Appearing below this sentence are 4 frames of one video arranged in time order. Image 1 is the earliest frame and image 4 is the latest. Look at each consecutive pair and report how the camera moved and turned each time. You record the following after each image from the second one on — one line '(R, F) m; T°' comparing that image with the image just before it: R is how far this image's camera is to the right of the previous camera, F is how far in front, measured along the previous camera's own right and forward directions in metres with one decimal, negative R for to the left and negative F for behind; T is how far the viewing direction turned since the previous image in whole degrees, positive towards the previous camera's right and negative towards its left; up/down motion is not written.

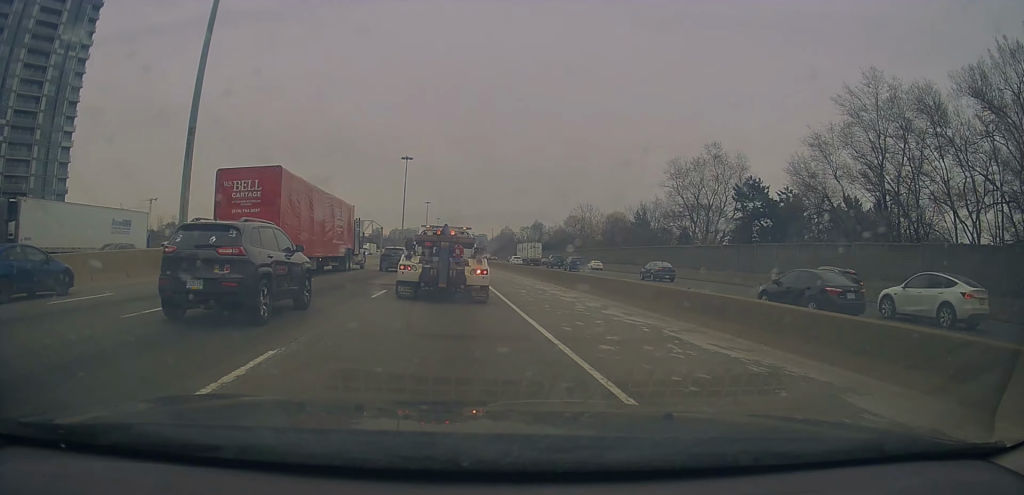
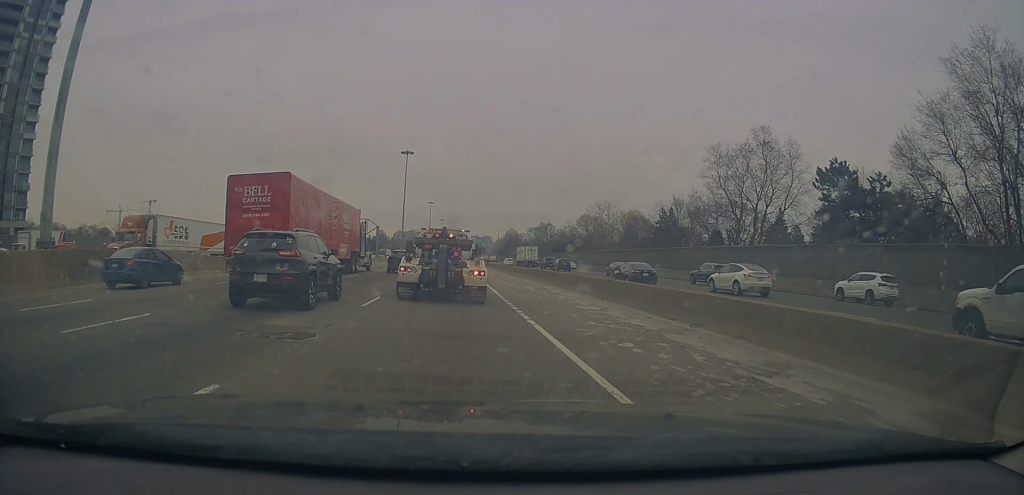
(-0.1, +13.0) m; +1°
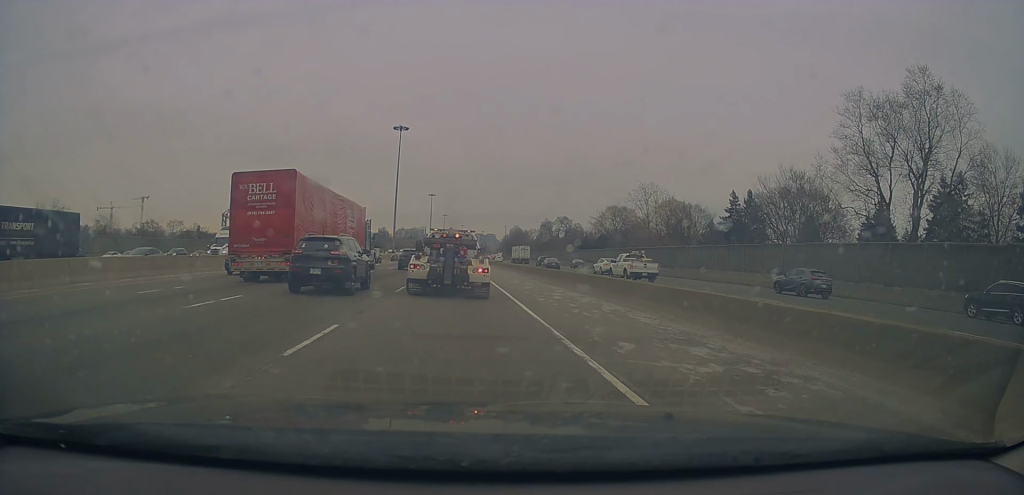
(+1.3, +25.0) m; +1°
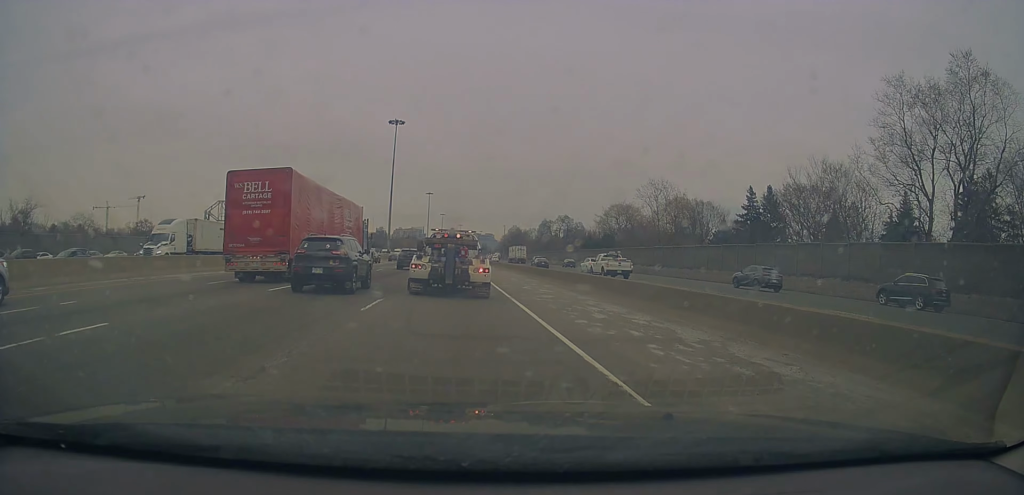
(-0.1, +4.8) m; -2°
